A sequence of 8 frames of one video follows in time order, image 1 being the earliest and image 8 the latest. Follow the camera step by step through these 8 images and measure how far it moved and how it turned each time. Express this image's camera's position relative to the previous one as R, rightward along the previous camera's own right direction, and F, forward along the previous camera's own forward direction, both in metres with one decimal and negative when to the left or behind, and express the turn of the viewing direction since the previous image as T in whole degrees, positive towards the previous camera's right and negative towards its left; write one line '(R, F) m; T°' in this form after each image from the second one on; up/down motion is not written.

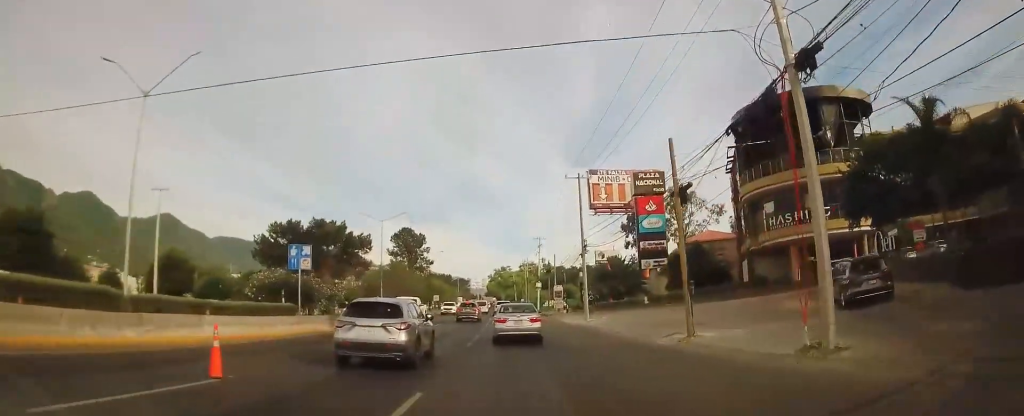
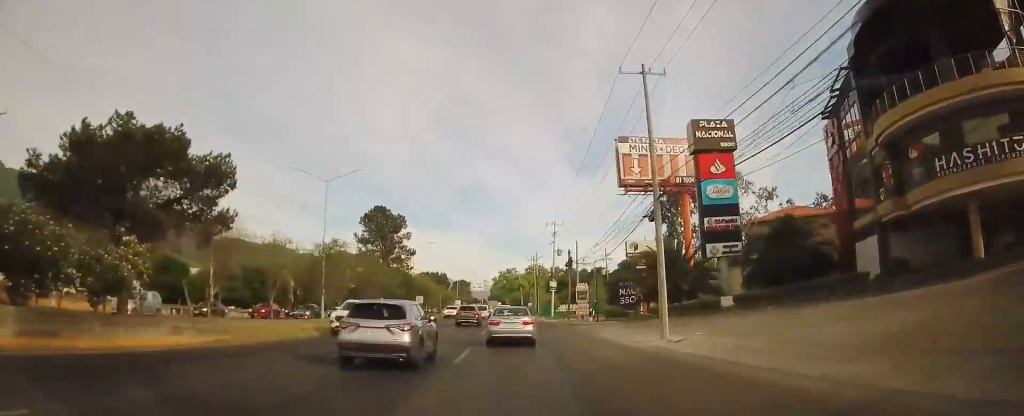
(-0.4, +20.3) m; -2°
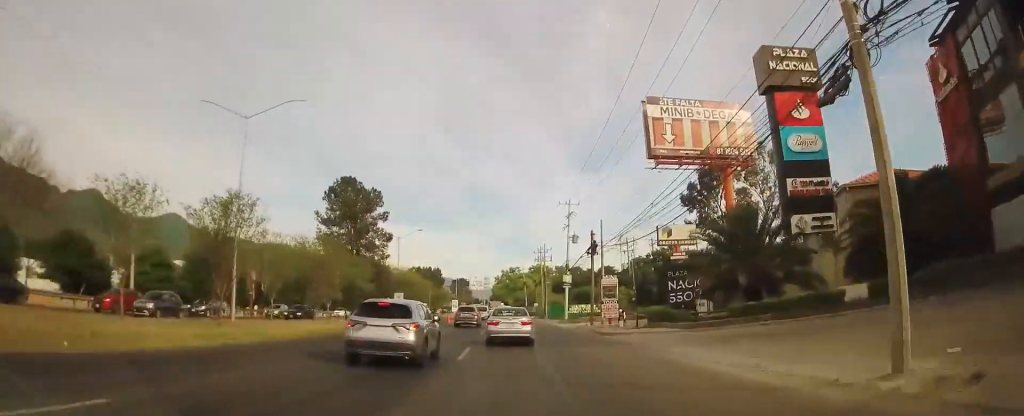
(-0.1, +14.0) m; 0°
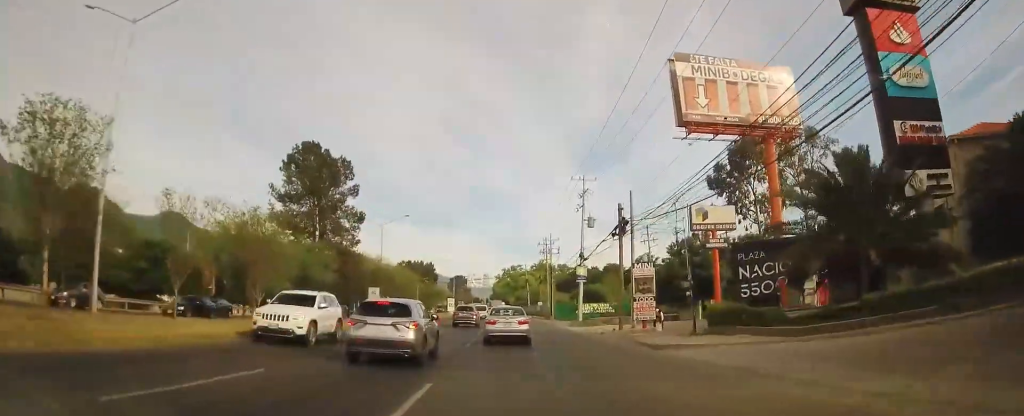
(0.0, +10.4) m; 0°
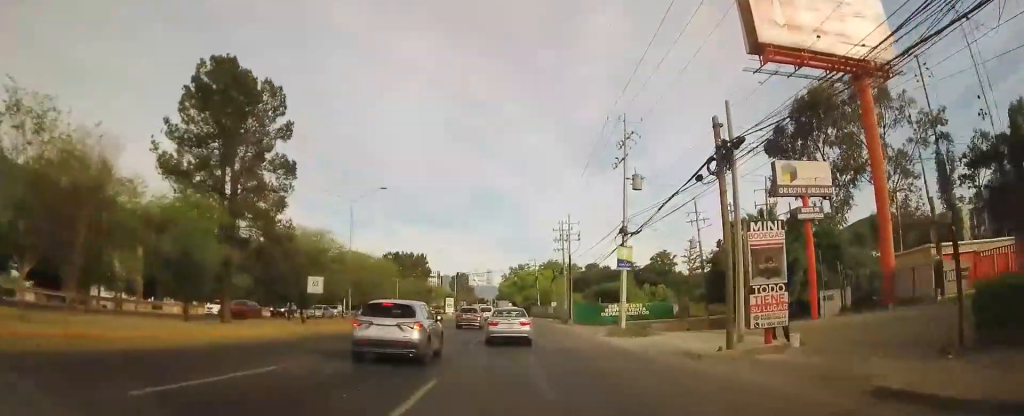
(0.0, +14.6) m; -1°
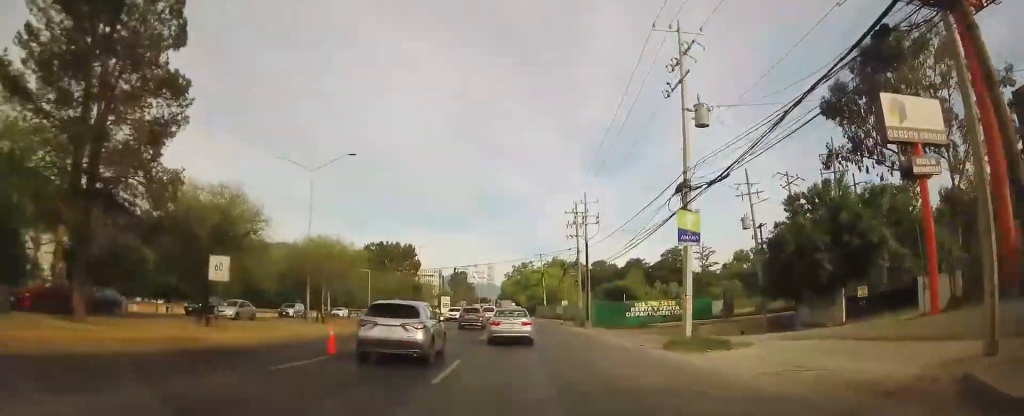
(0.0, +10.5) m; -1°
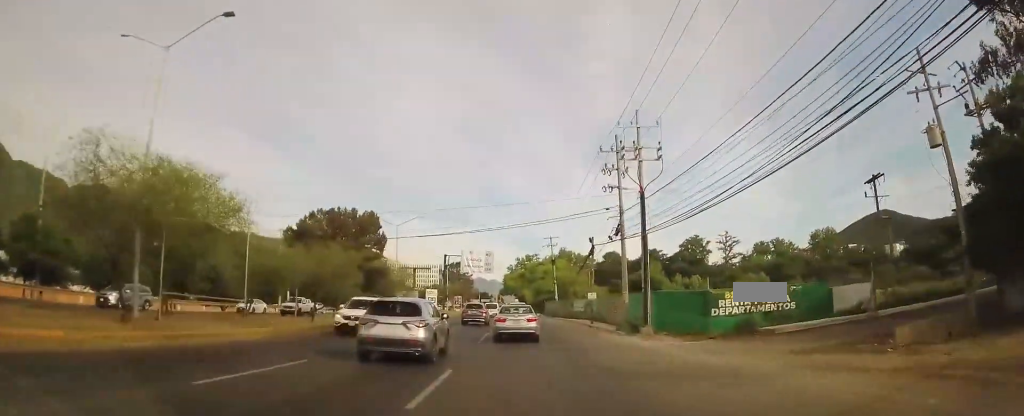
(-0.2, +17.9) m; 0°
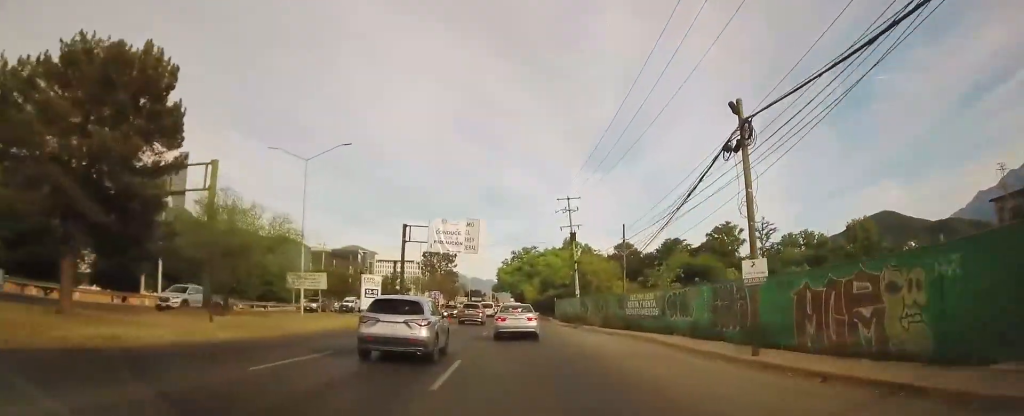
(+0.3, +27.5) m; +1°
